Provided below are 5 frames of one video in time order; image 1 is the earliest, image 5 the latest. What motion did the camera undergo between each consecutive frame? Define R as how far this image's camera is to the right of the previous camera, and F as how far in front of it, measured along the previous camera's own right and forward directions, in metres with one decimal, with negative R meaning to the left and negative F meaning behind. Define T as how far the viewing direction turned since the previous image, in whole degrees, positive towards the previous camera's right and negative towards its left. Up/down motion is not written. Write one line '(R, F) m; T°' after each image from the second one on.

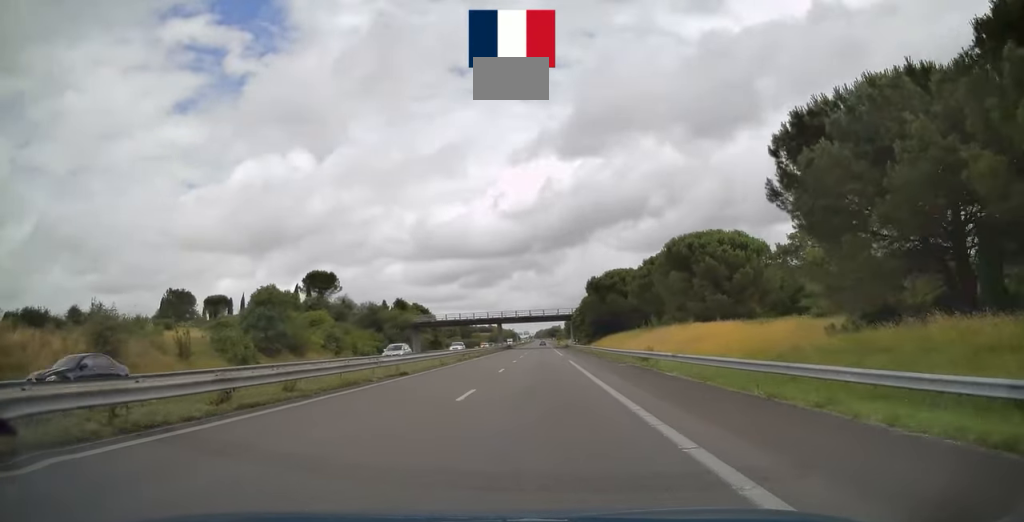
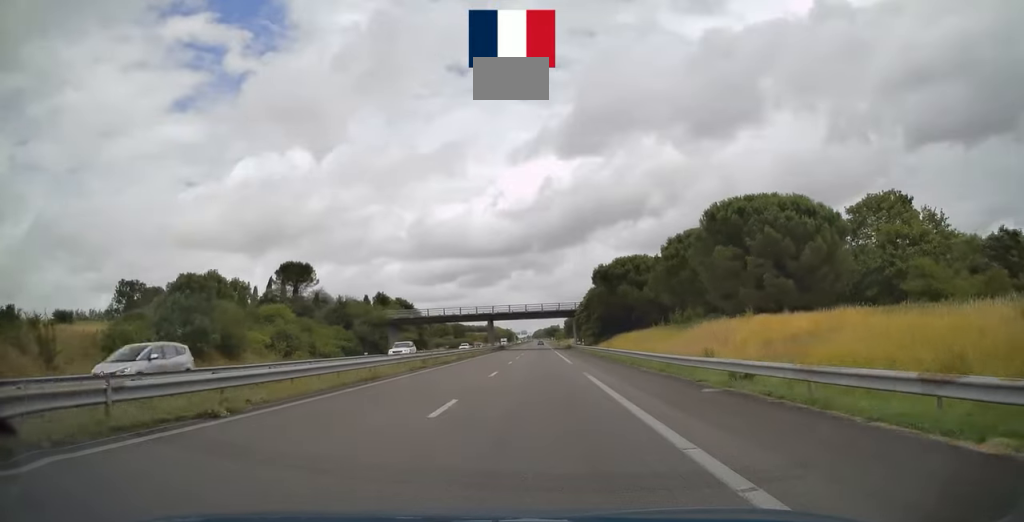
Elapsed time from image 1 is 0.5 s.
(0.0, +16.0) m; 0°
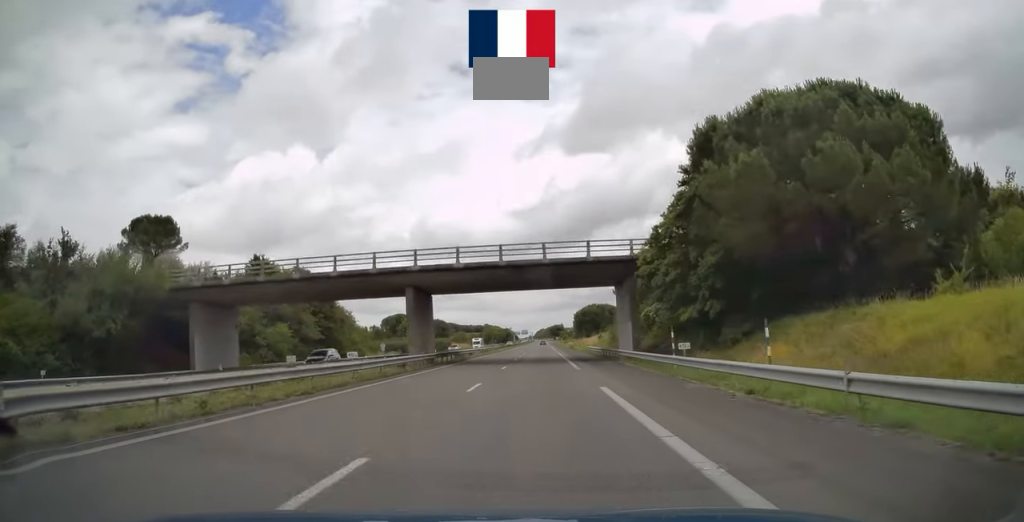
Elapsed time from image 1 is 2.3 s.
(+0.1, +58.4) m; 0°
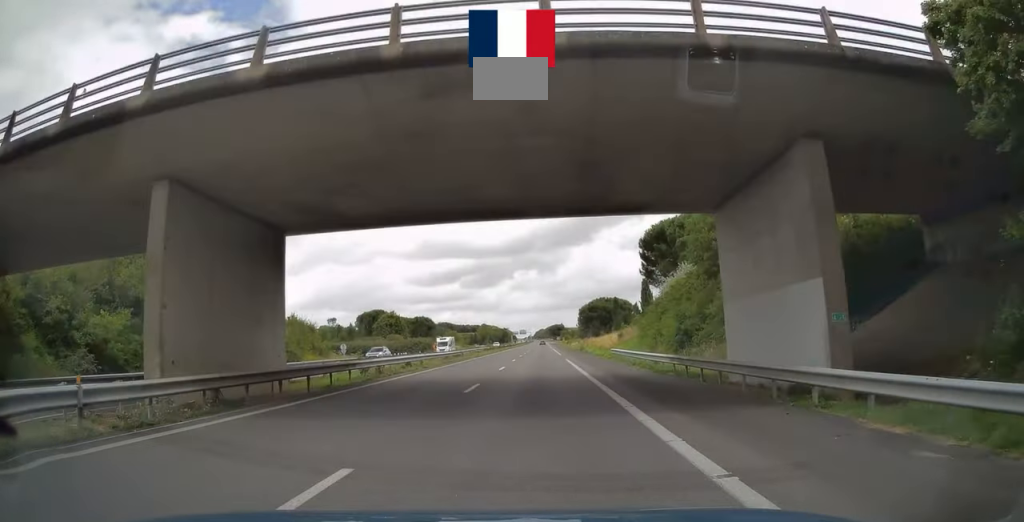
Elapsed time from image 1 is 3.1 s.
(-0.1, +26.3) m; 0°
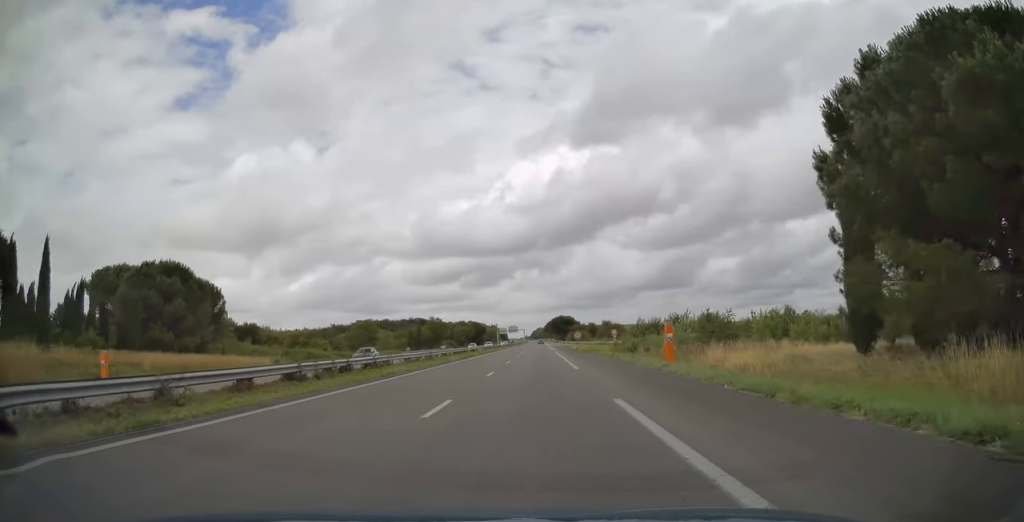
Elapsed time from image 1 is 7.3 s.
(0.0, +134.5) m; 0°
